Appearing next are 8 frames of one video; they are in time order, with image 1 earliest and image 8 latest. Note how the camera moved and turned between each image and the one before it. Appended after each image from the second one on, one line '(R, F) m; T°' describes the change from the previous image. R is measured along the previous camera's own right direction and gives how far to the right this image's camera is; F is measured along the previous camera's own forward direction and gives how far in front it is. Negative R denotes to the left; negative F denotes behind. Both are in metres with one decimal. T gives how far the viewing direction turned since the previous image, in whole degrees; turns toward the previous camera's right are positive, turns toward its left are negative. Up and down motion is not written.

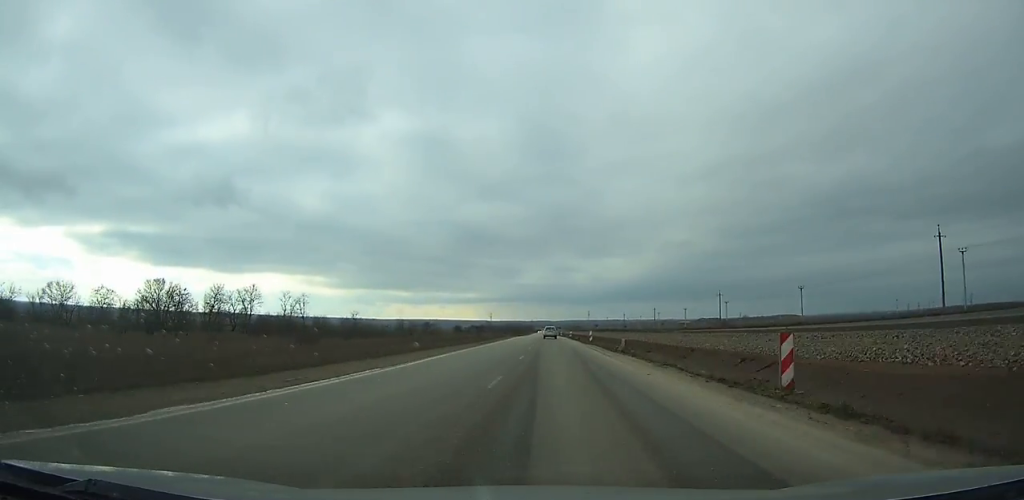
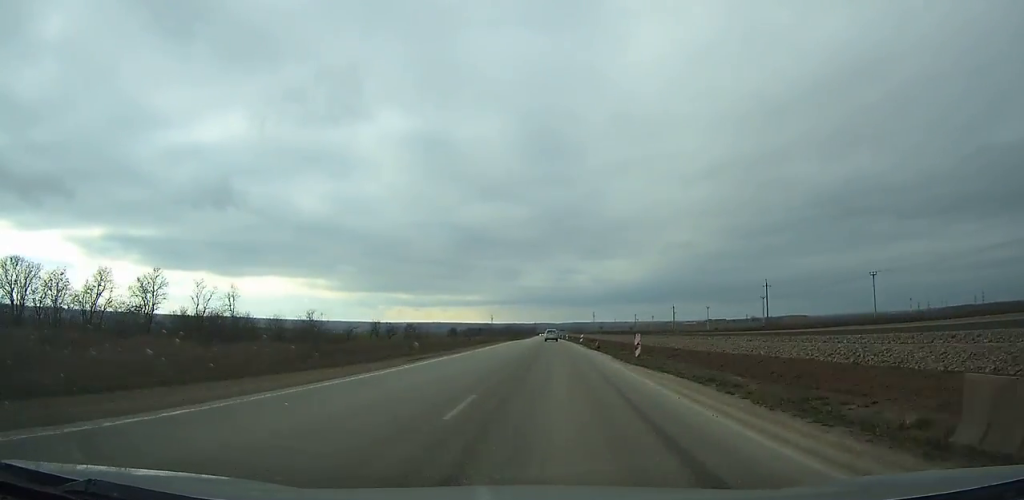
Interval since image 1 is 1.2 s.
(-0.2, +28.5) m; 0°
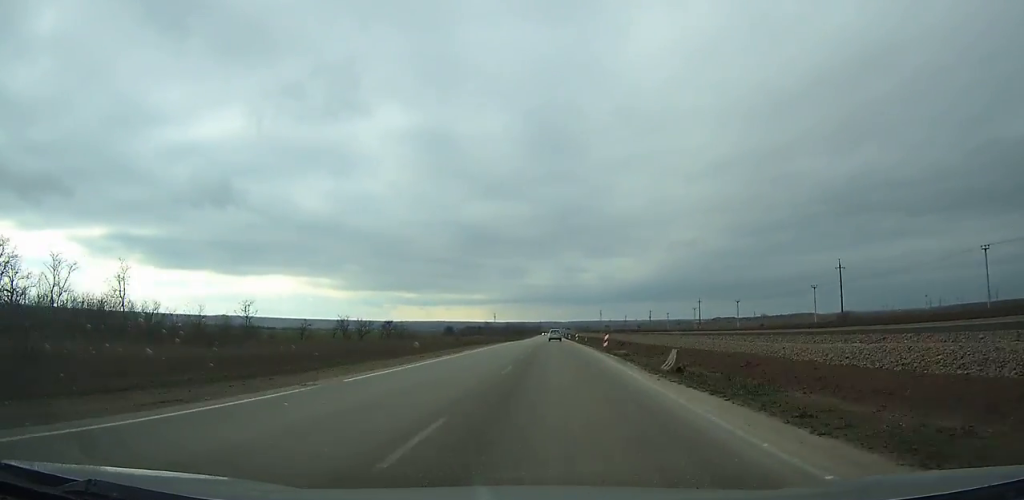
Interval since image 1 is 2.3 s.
(-0.1, +27.1) m; 0°
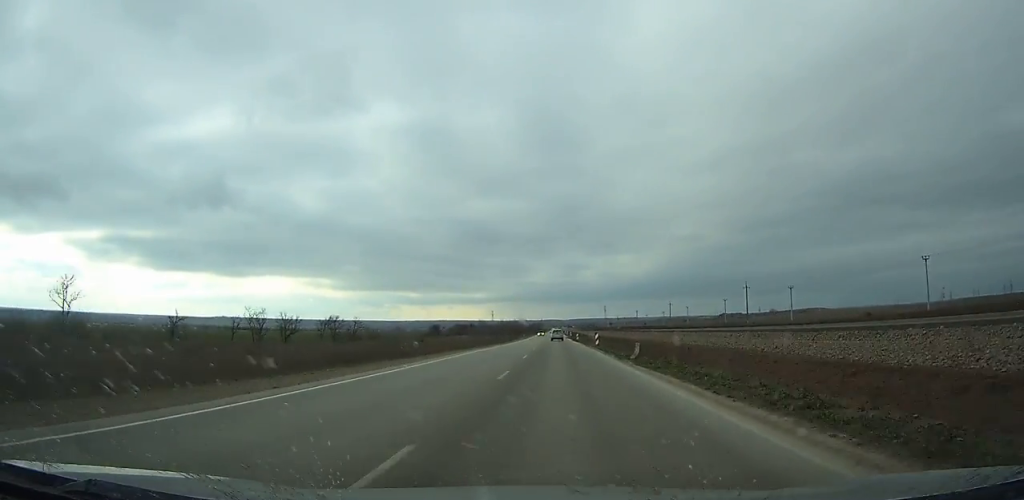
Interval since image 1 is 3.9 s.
(-0.1, +38.9) m; 0°
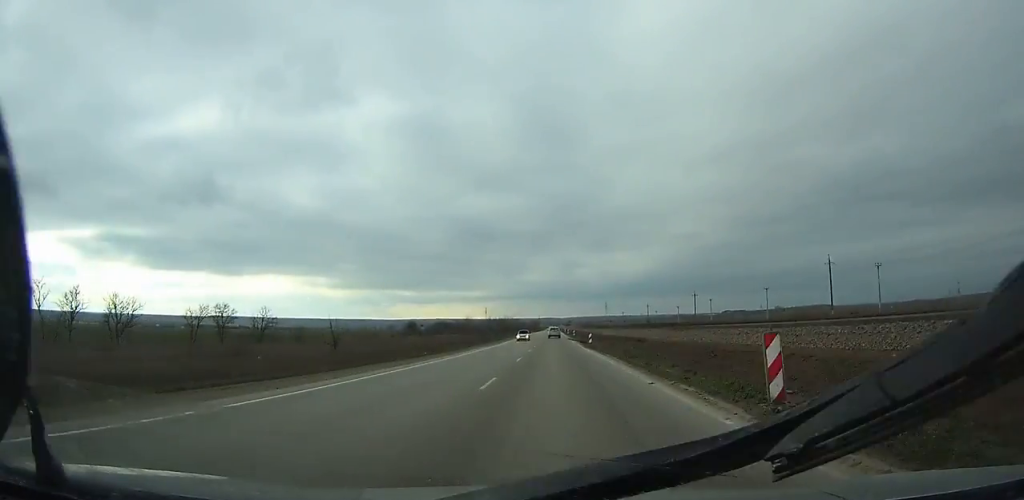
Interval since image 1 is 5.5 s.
(0.0, +39.5) m; 0°
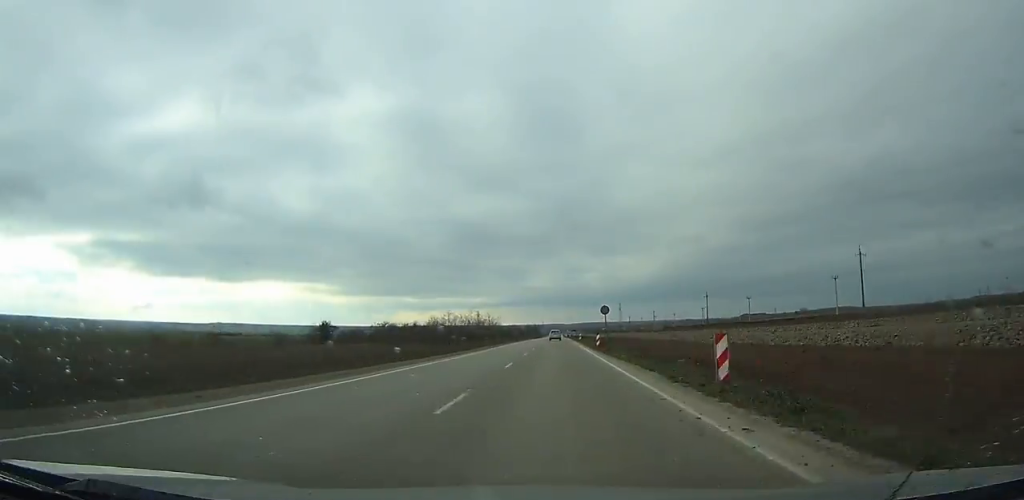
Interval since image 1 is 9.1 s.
(-0.1, +89.5) m; 0°
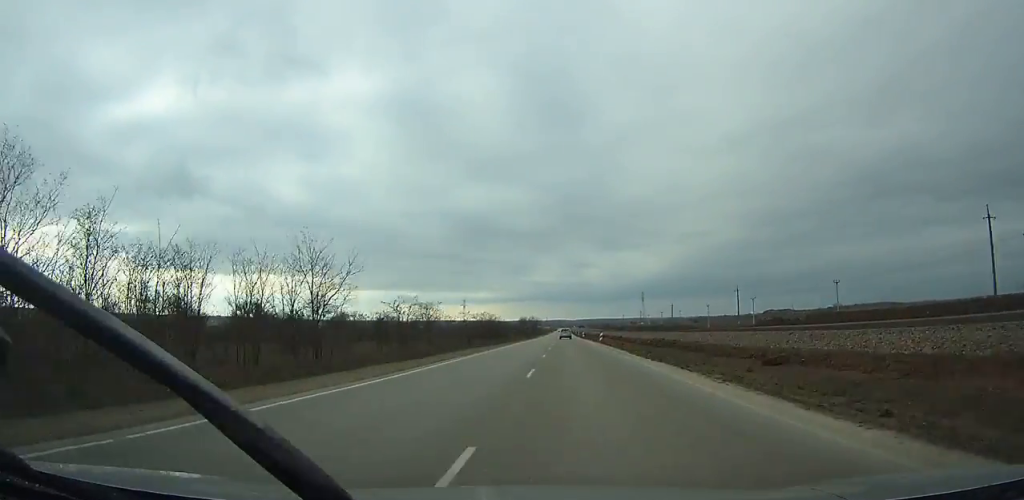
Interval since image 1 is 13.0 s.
(-0.3, +103.4) m; 0°
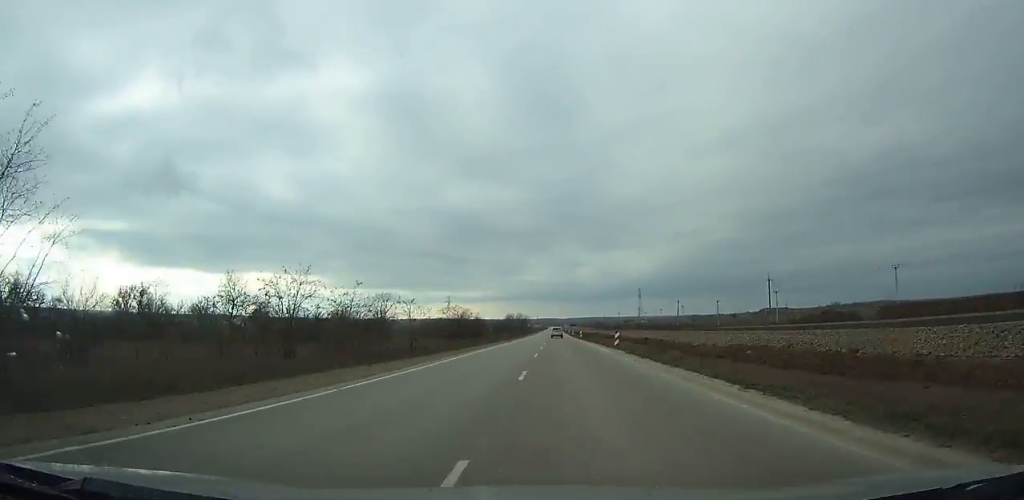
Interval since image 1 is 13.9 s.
(0.0, +24.9) m; 0°
